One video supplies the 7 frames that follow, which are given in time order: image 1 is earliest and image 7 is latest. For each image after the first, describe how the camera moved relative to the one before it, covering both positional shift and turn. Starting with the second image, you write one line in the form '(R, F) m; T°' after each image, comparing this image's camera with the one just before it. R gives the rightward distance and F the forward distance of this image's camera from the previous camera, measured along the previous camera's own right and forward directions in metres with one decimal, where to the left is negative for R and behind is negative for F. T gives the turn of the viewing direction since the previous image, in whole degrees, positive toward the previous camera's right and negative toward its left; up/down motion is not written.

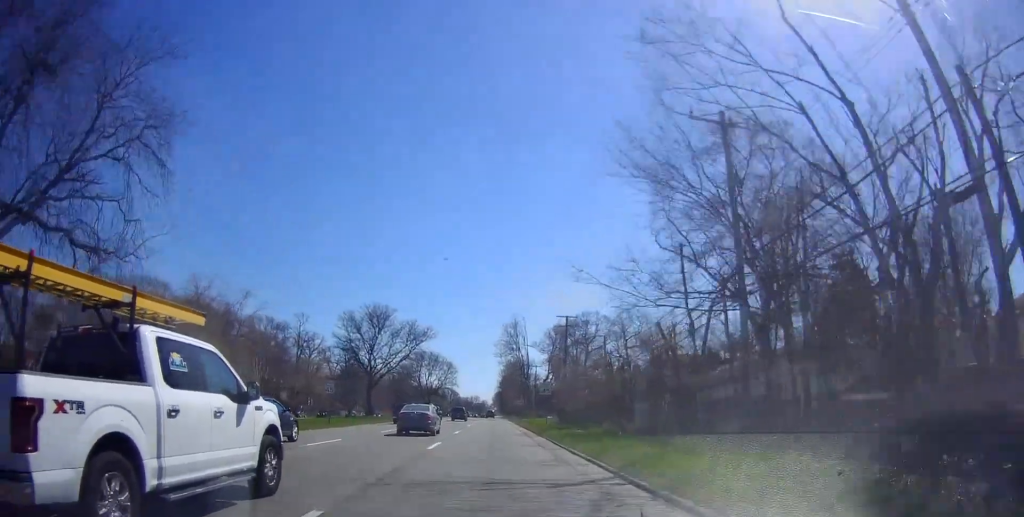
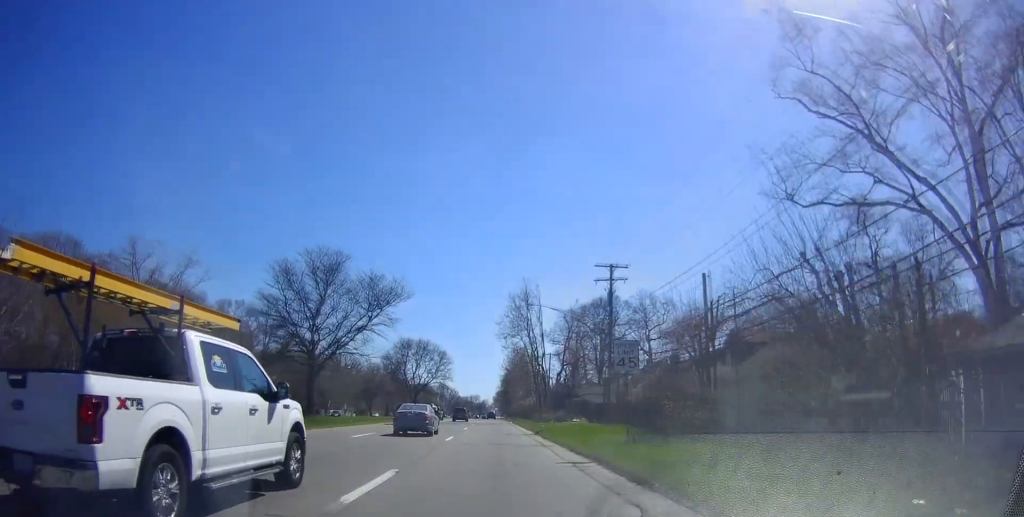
(+0.5, +24.1) m; +1°
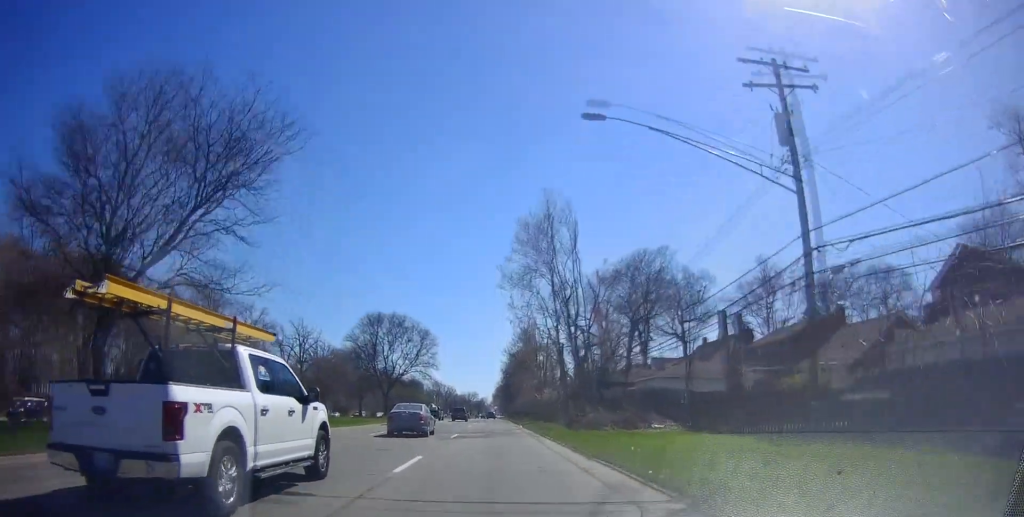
(0.0, +28.1) m; -1°
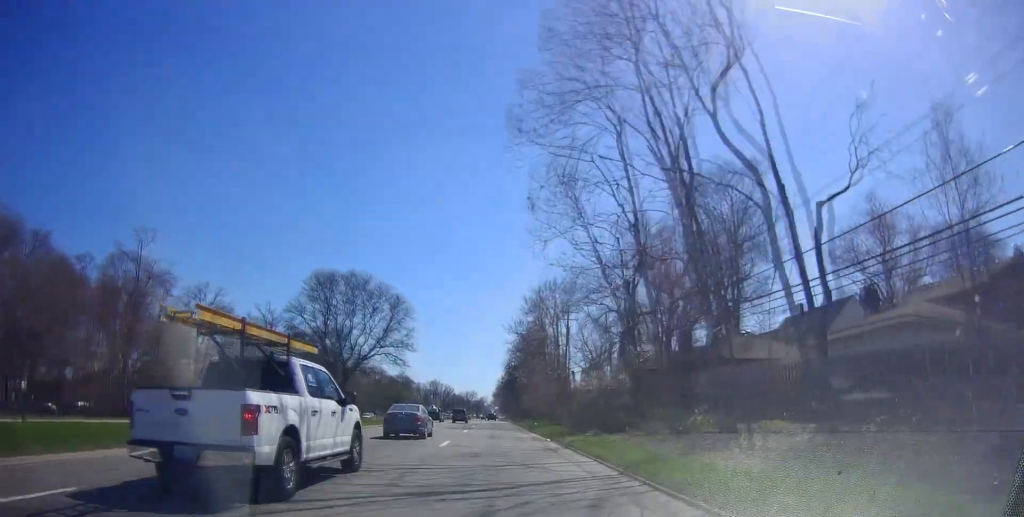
(-0.5, +24.7) m; -1°
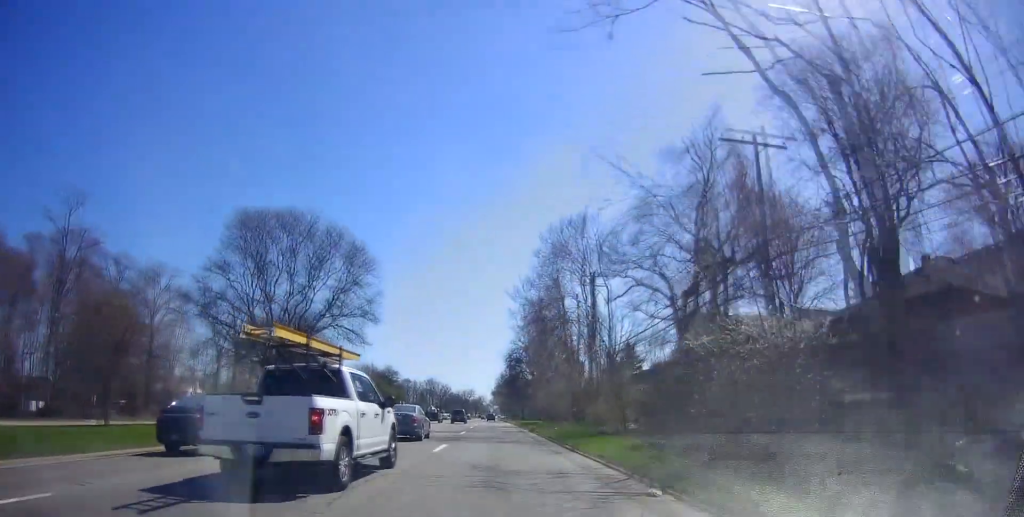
(0.0, +18.1) m; +1°
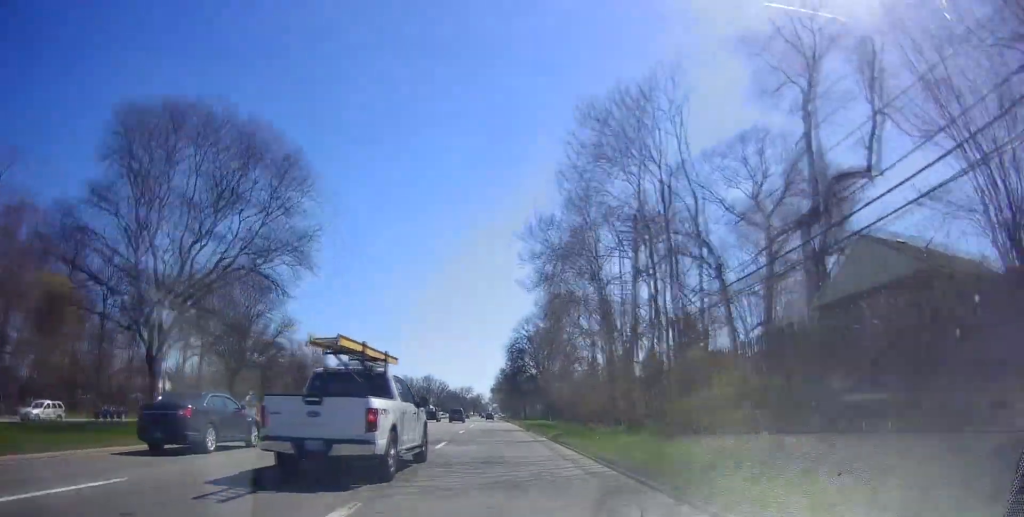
(+0.1, +15.1) m; +1°
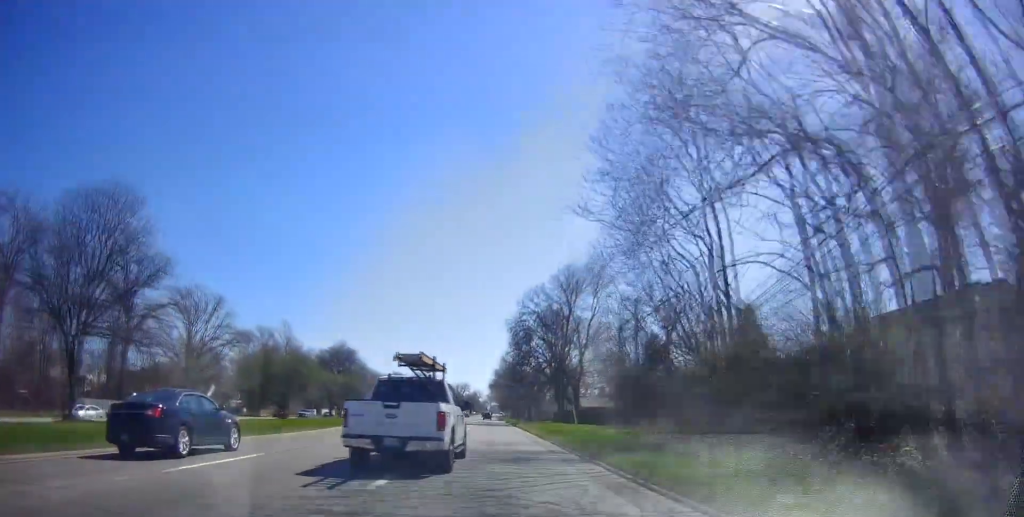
(+0.4, +24.9) m; +1°
